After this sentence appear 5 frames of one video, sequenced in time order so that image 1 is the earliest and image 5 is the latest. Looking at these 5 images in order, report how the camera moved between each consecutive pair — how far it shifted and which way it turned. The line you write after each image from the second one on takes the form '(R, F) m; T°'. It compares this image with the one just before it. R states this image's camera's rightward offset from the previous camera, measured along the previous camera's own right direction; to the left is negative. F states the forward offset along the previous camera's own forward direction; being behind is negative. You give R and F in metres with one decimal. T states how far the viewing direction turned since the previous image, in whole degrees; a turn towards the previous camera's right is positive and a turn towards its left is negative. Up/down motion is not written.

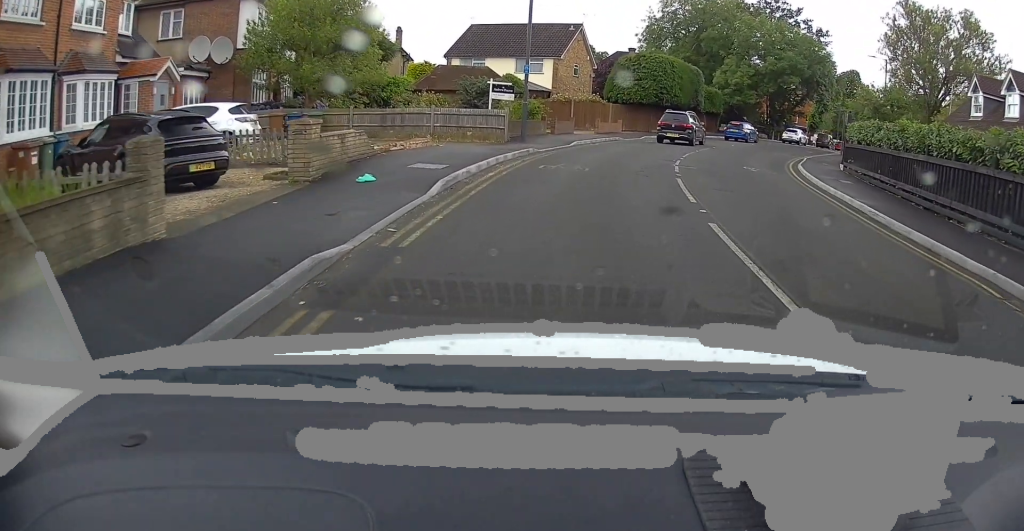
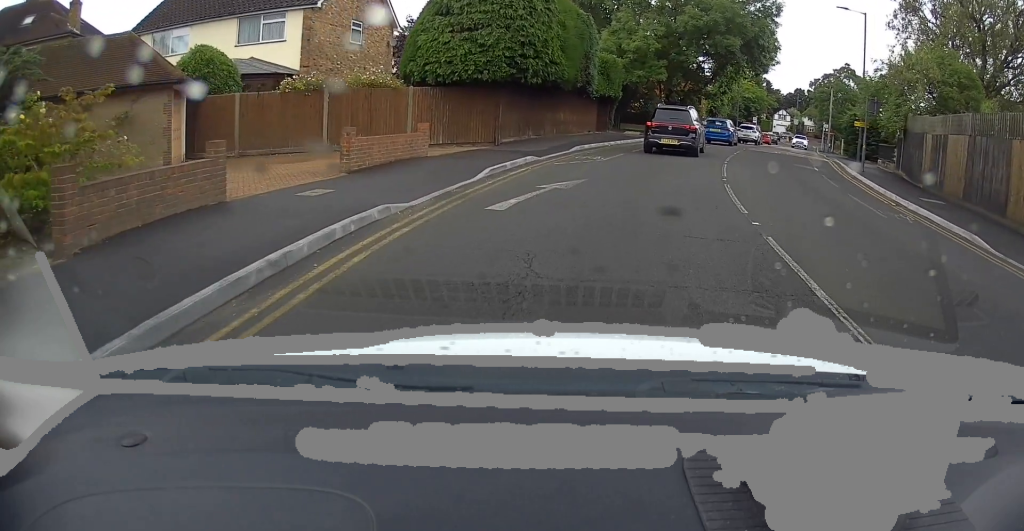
(+2.6, +24.6) m; +15°
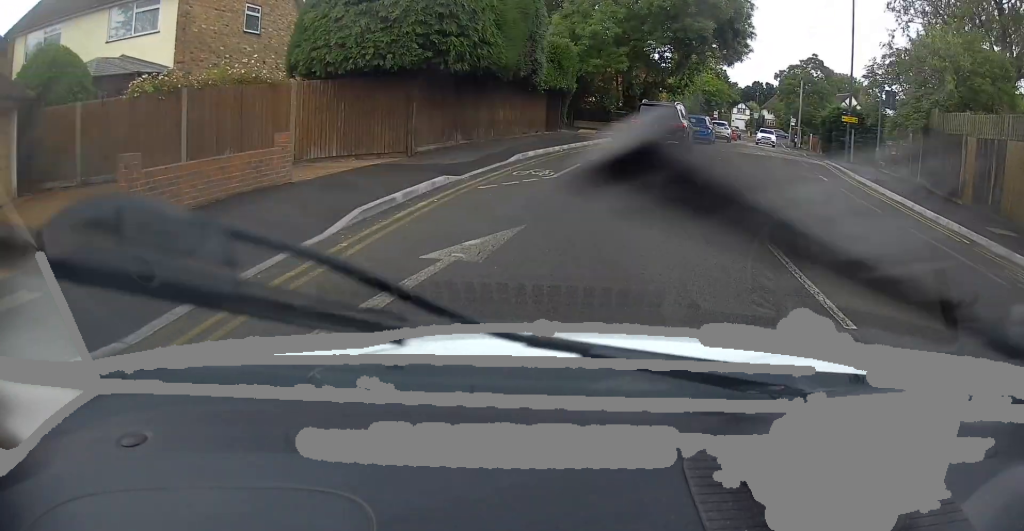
(+0.1, +5.5) m; +3°
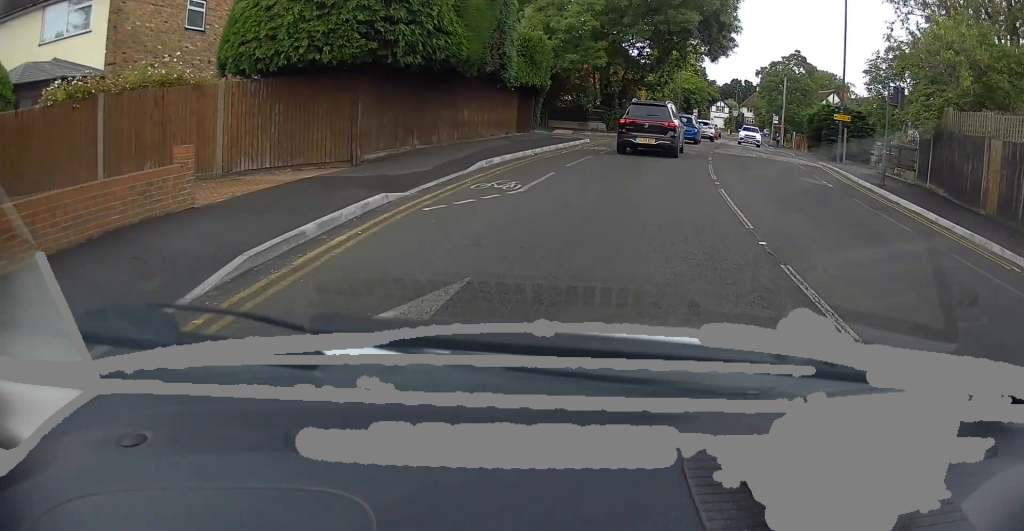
(0.0, +2.3) m; +2°
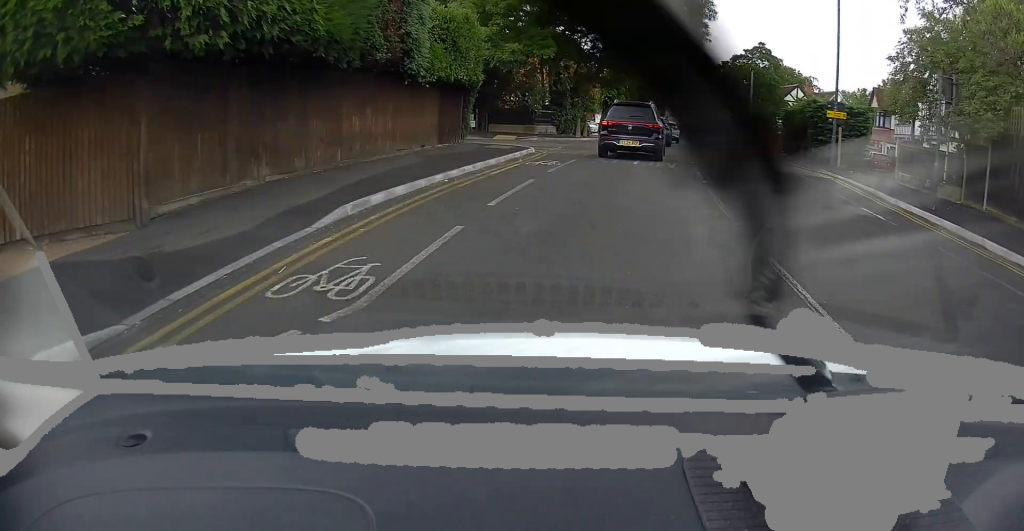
(+0.6, +5.4) m; +7°
